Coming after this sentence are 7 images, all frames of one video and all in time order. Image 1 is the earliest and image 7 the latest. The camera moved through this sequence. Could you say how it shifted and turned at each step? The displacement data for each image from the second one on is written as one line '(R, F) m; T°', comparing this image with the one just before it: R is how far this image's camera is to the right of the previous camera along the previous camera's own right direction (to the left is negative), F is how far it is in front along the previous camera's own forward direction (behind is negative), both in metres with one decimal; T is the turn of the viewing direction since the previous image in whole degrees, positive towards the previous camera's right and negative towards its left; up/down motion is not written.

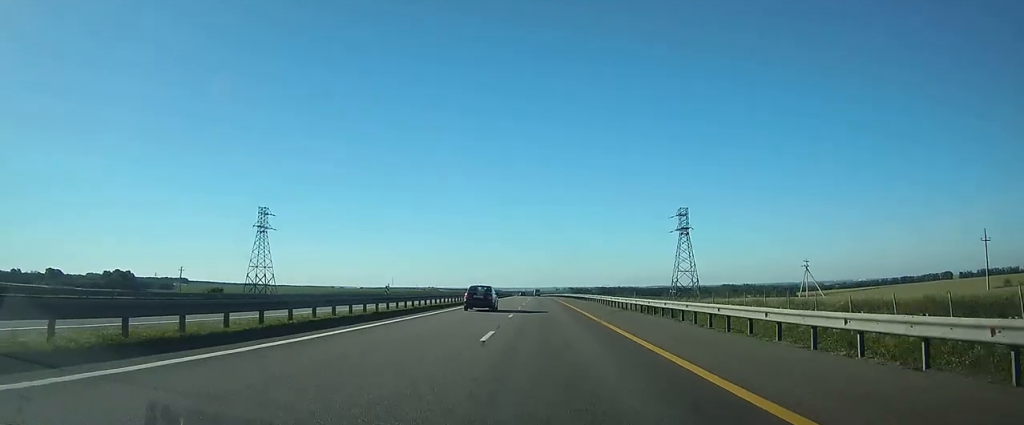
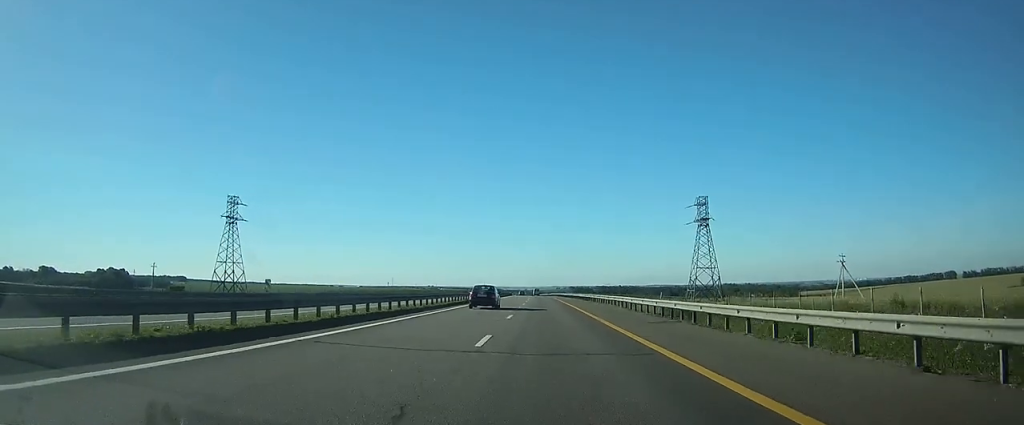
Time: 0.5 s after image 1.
(0.0, +13.6) m; 0°
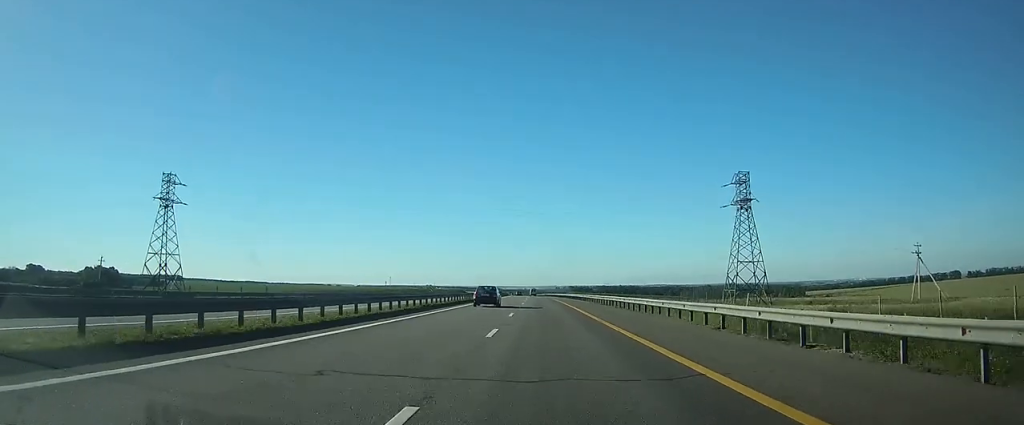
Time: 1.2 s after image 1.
(0.0, +21.4) m; 0°
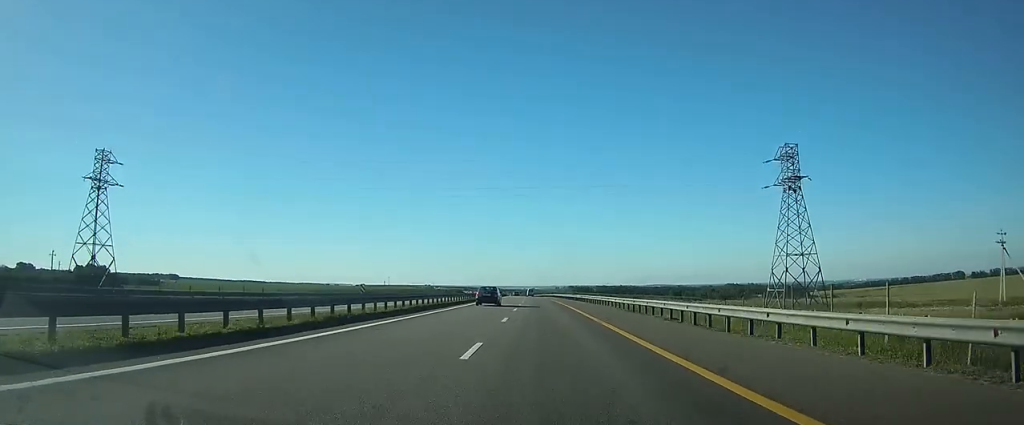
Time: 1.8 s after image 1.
(0.0, +16.5) m; 0°
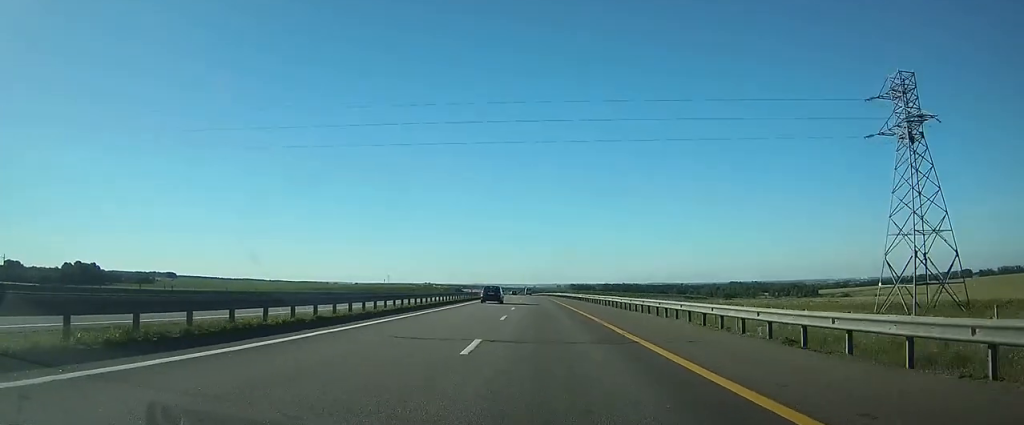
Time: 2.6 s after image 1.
(0.0, +23.2) m; 0°
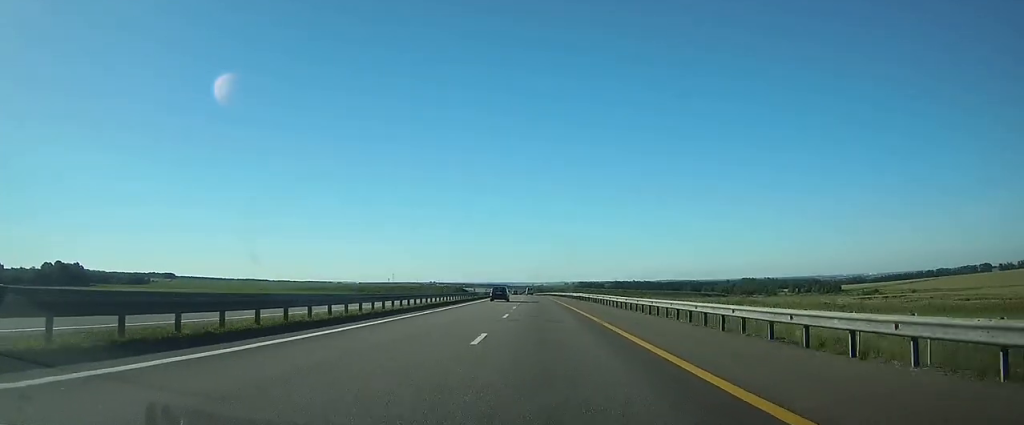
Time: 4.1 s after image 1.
(0.0, +45.6) m; 0°
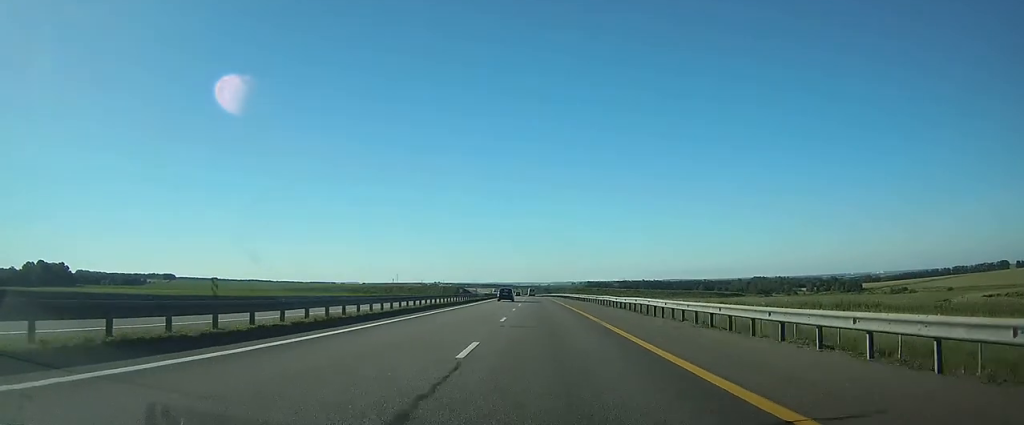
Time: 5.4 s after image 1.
(-0.2, +38.1) m; -1°
